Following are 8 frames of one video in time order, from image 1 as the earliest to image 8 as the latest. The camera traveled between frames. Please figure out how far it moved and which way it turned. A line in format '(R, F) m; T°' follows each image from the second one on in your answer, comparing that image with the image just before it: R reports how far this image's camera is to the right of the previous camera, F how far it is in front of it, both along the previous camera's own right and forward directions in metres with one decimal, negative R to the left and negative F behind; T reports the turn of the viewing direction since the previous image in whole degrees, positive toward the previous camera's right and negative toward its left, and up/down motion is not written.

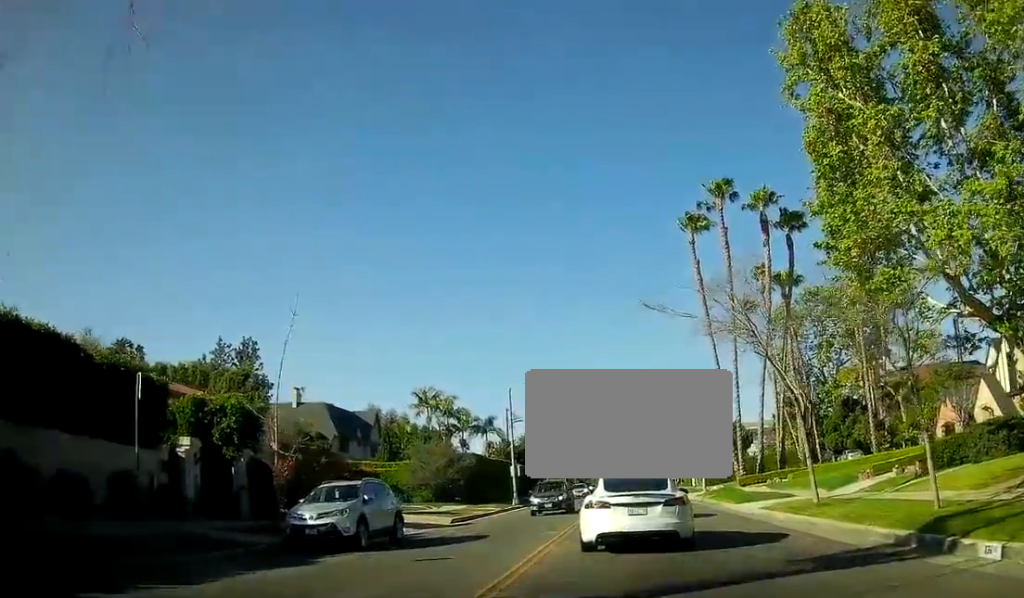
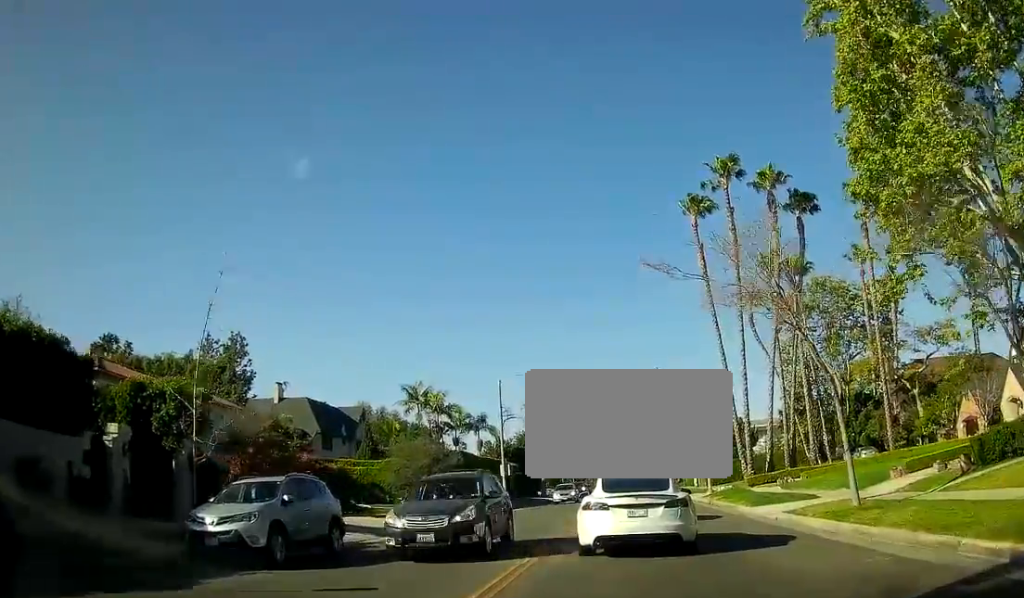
(0.0, +4.1) m; 0°
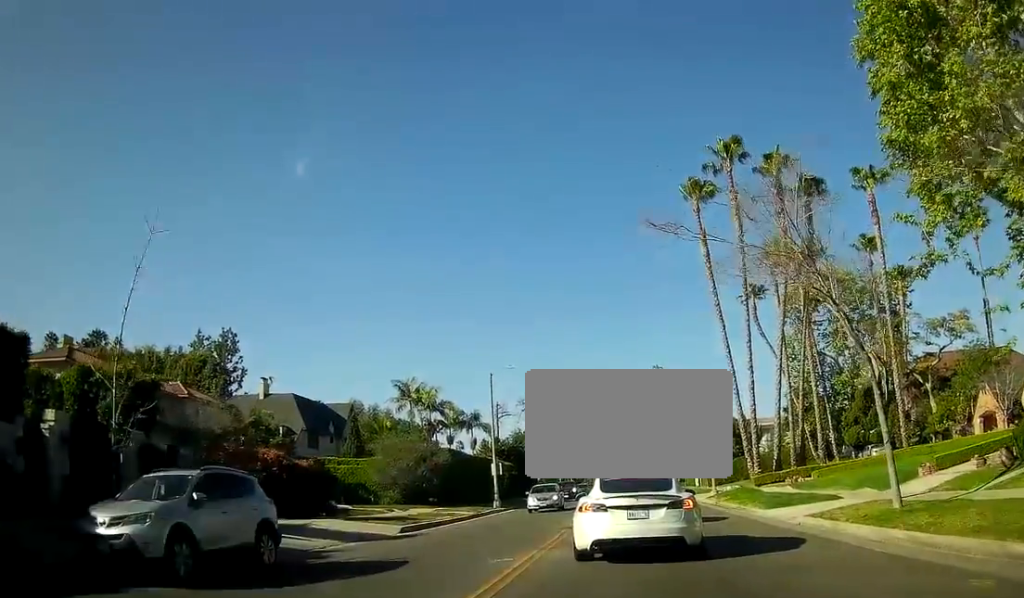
(0.0, +2.8) m; +1°
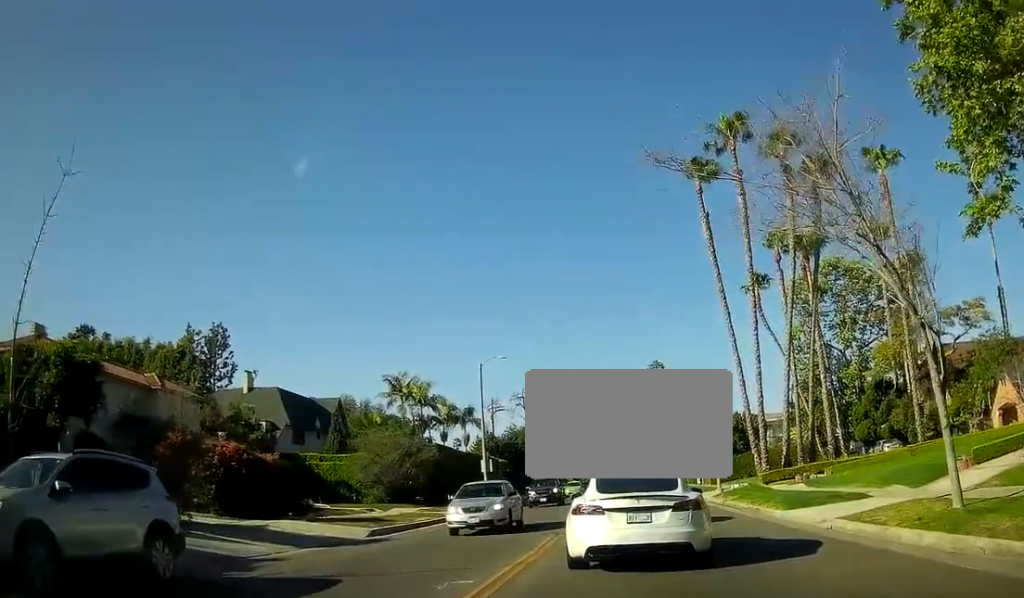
(0.0, +3.0) m; 0°
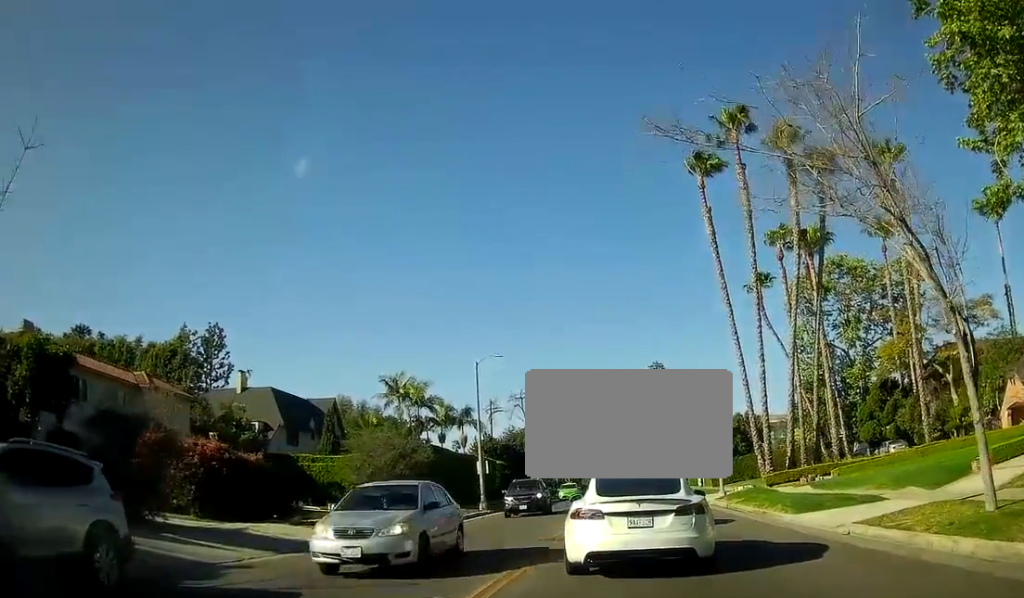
(0.0, +1.4) m; 0°
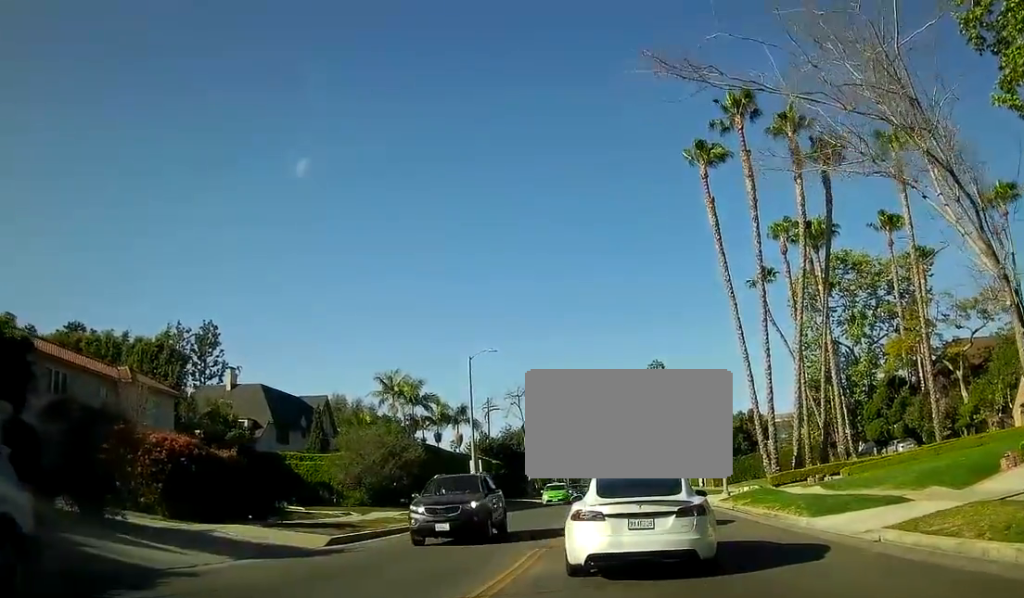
(0.0, +2.1) m; 0°
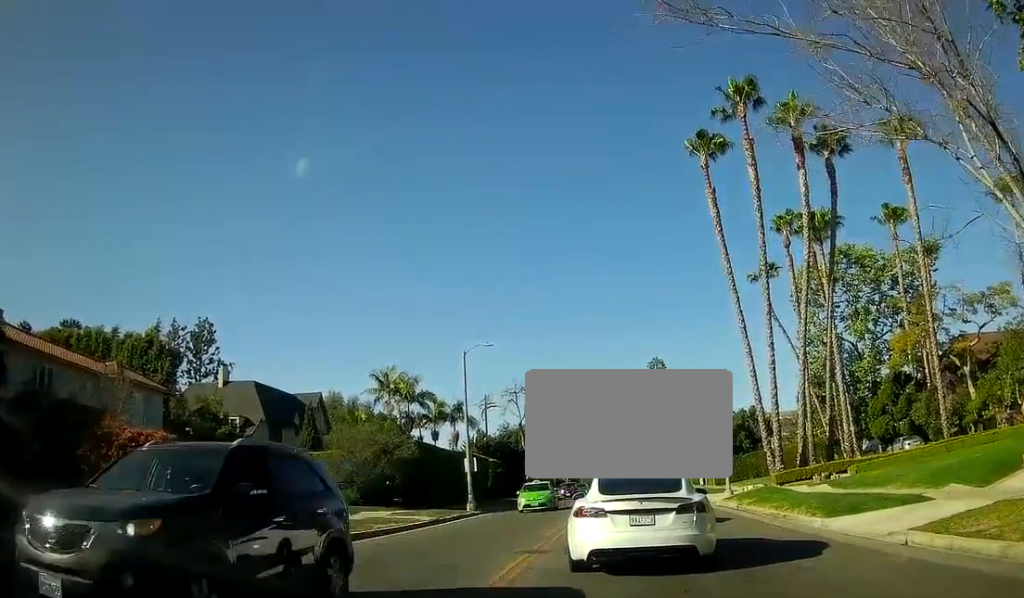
(0.0, +1.5) m; 0°
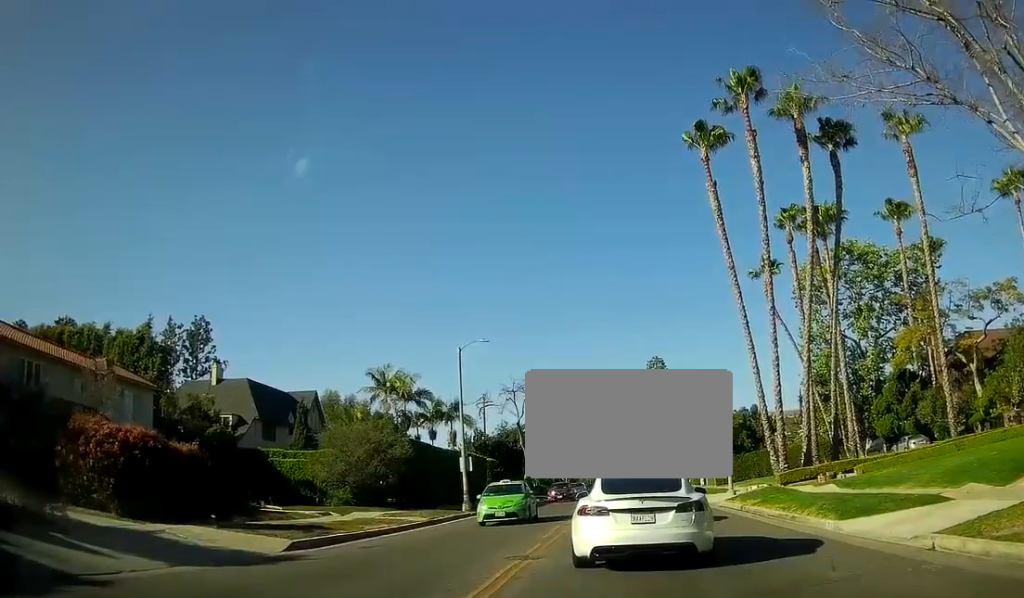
(0.0, +1.3) m; -2°
